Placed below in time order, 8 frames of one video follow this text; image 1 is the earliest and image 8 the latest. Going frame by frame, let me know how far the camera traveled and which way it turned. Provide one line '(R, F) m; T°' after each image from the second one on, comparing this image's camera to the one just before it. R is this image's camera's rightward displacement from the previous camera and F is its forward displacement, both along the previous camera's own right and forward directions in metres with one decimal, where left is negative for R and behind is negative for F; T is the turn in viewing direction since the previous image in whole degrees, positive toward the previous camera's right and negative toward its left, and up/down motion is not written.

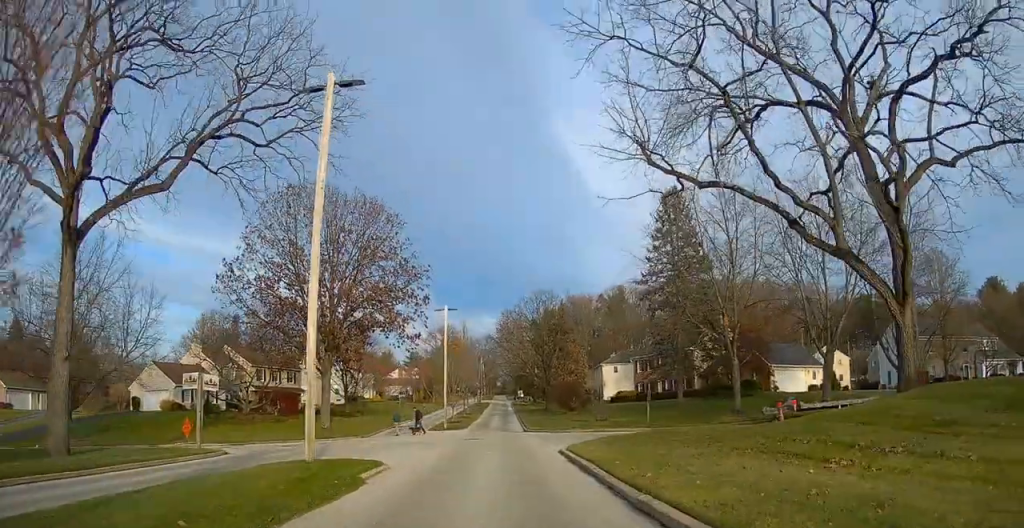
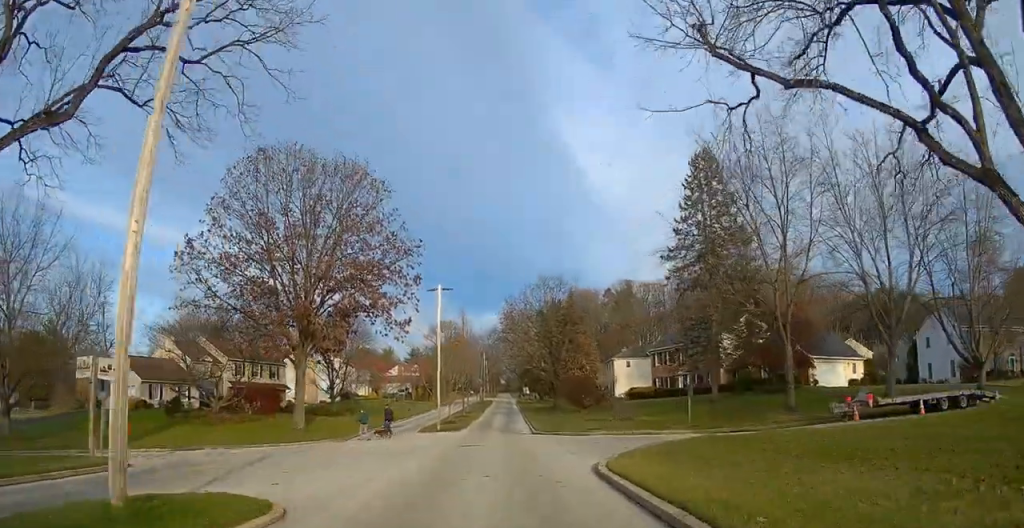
(0.0, +8.0) m; 0°
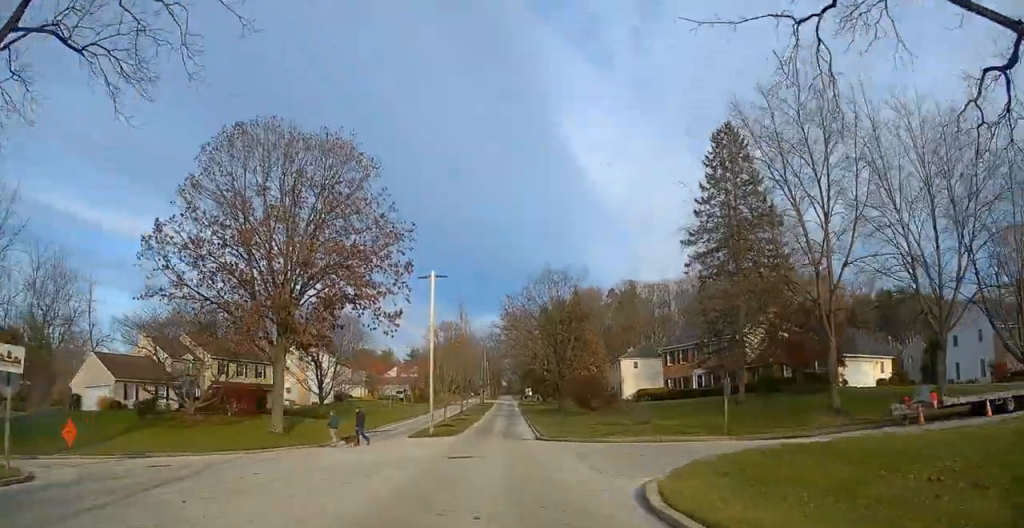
(0.0, +5.0) m; 0°
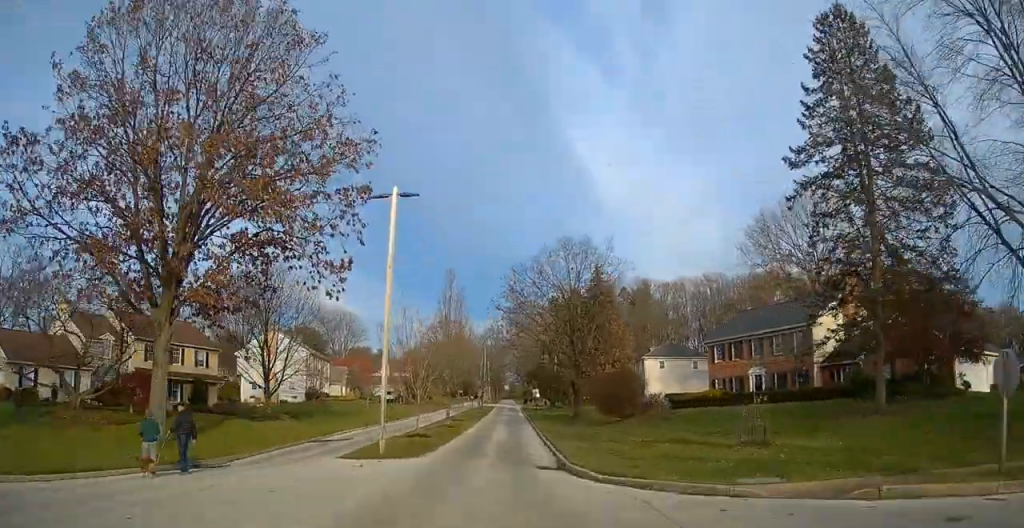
(0.0, +15.6) m; +1°
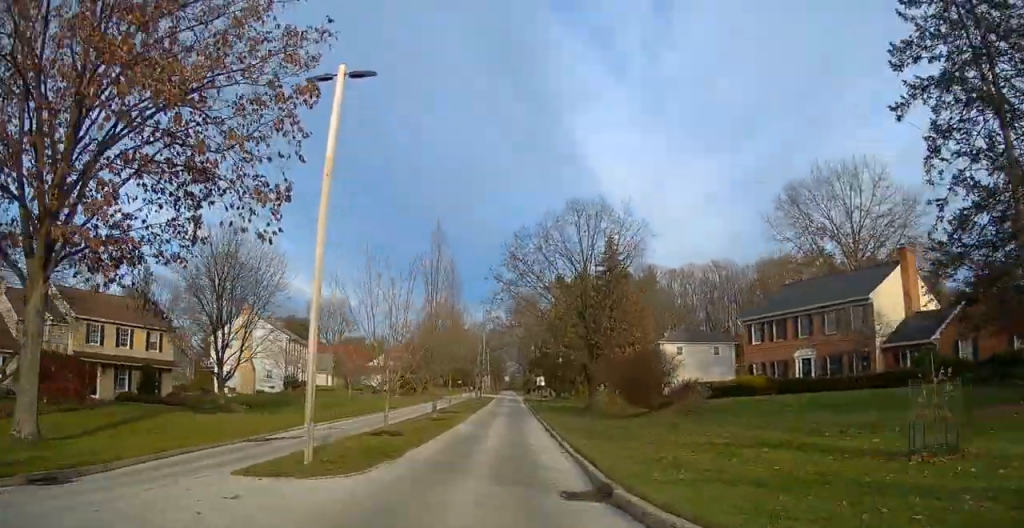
(0.0, +8.6) m; 0°
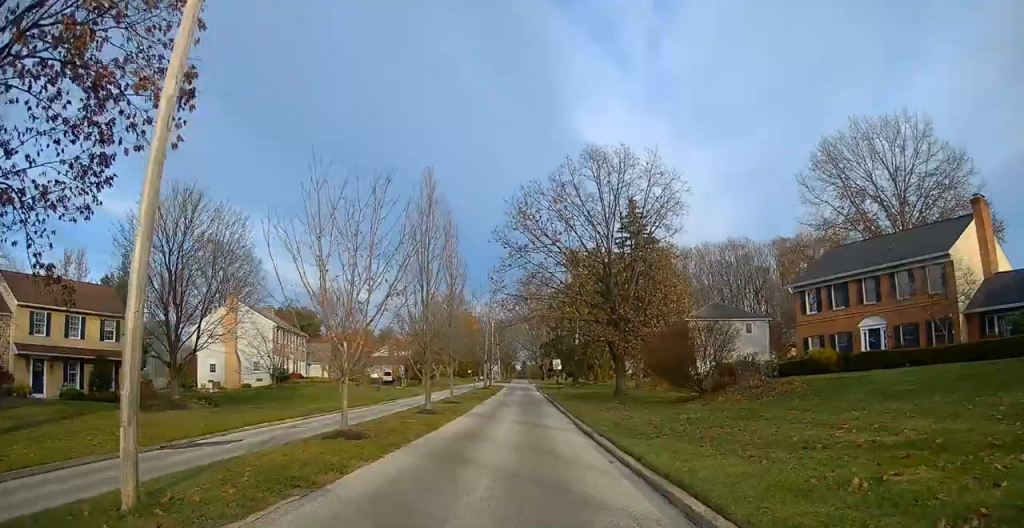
(+0.2, +7.4) m; -1°
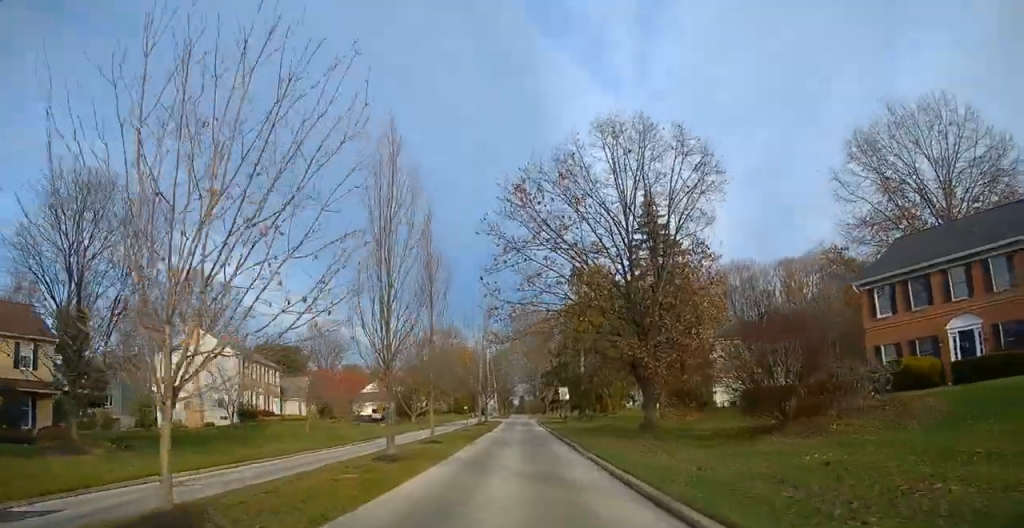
(-0.2, +8.5) m; 0°
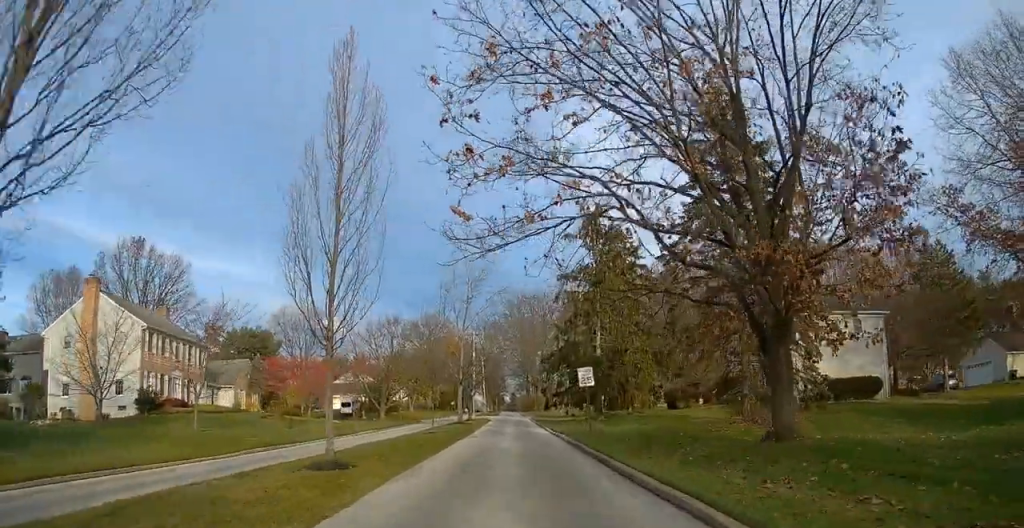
(+0.4, +16.2) m; +1°
